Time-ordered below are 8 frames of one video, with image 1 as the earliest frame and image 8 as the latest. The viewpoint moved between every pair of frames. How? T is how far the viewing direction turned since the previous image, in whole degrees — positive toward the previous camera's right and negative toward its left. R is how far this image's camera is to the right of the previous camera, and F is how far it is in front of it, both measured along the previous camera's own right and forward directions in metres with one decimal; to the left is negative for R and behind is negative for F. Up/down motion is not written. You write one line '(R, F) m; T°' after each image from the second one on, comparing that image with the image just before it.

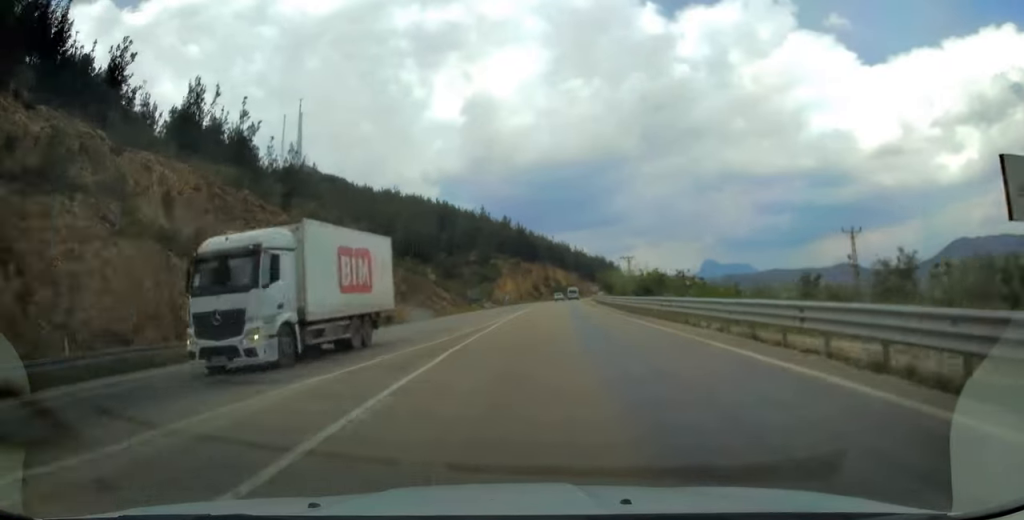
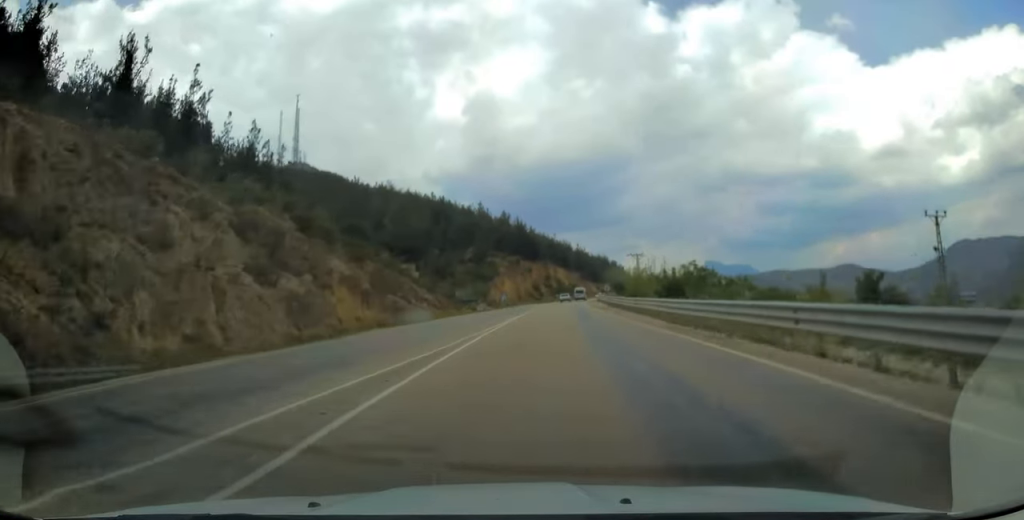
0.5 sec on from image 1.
(-0.1, +11.9) m; 0°
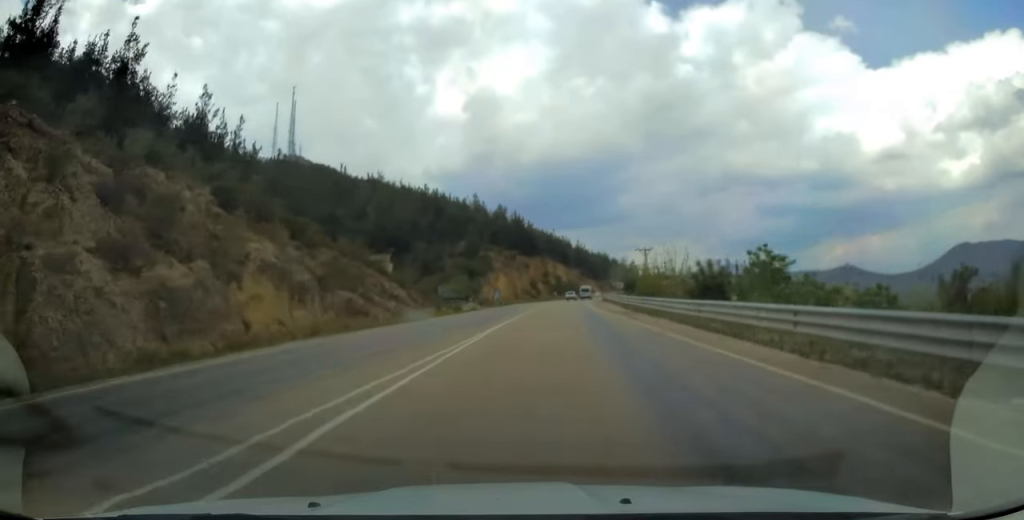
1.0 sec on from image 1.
(0.0, +11.9) m; 0°
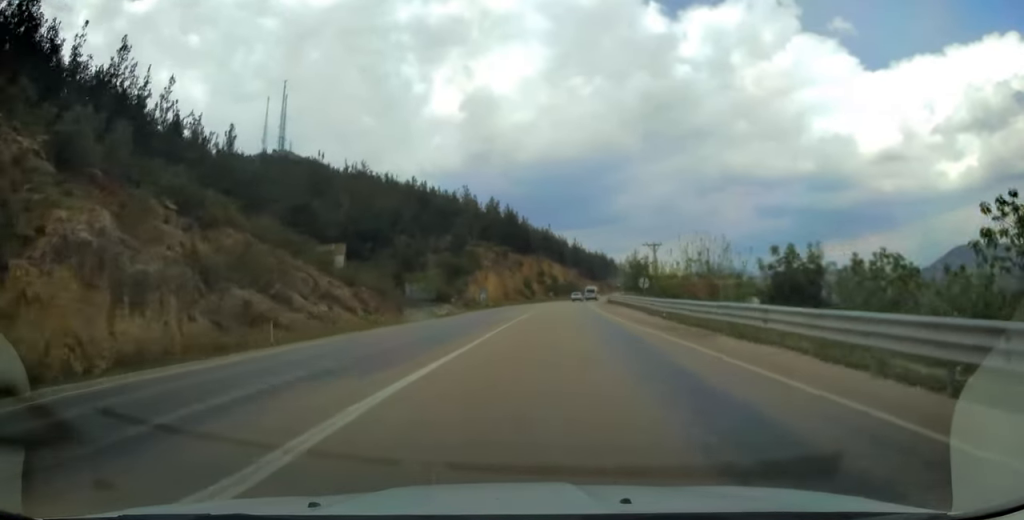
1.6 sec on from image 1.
(0.0, +14.1) m; 0°
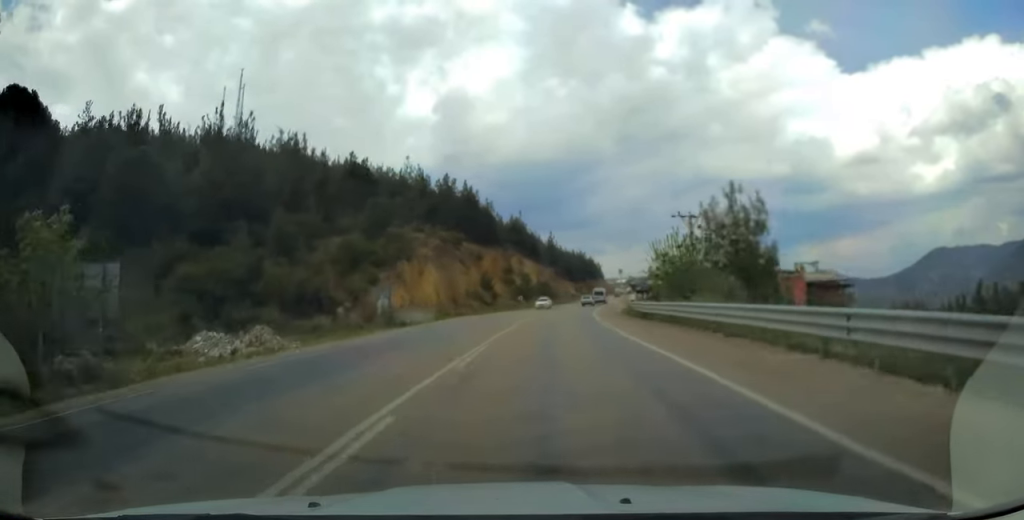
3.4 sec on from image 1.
(+0.5, +40.6) m; +2°
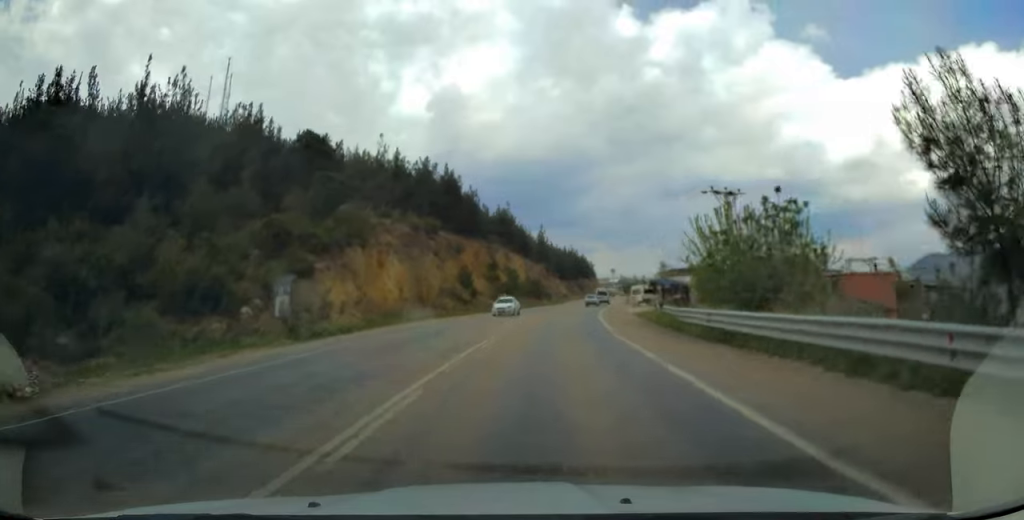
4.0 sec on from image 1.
(-0.1, +14.9) m; +1°
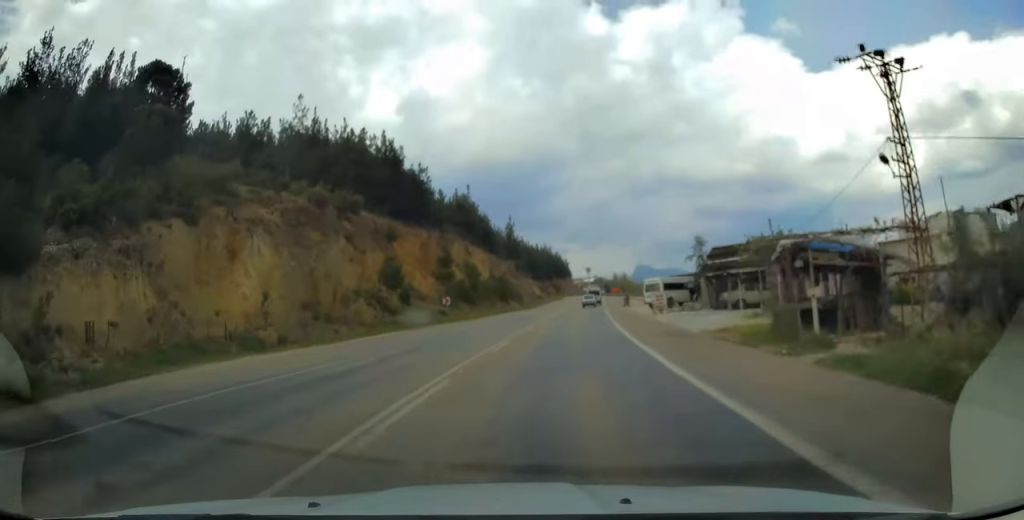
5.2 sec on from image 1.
(+0.8, +26.6) m; +3°
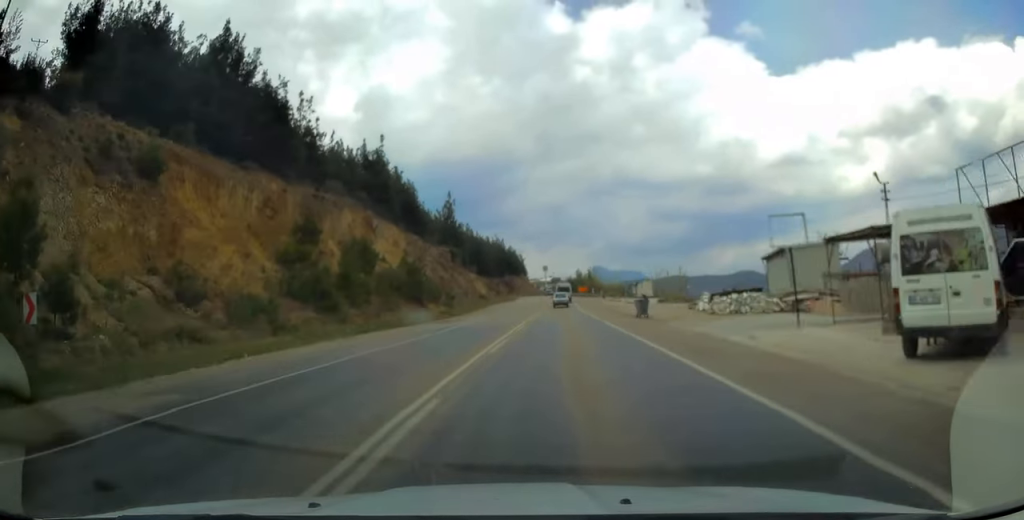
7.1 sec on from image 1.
(+1.3, +39.9) m; +4°
